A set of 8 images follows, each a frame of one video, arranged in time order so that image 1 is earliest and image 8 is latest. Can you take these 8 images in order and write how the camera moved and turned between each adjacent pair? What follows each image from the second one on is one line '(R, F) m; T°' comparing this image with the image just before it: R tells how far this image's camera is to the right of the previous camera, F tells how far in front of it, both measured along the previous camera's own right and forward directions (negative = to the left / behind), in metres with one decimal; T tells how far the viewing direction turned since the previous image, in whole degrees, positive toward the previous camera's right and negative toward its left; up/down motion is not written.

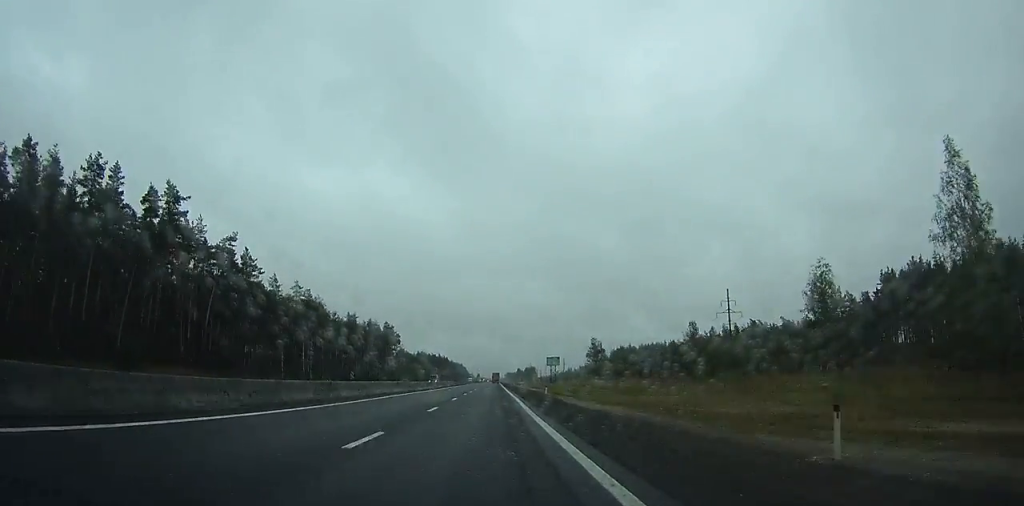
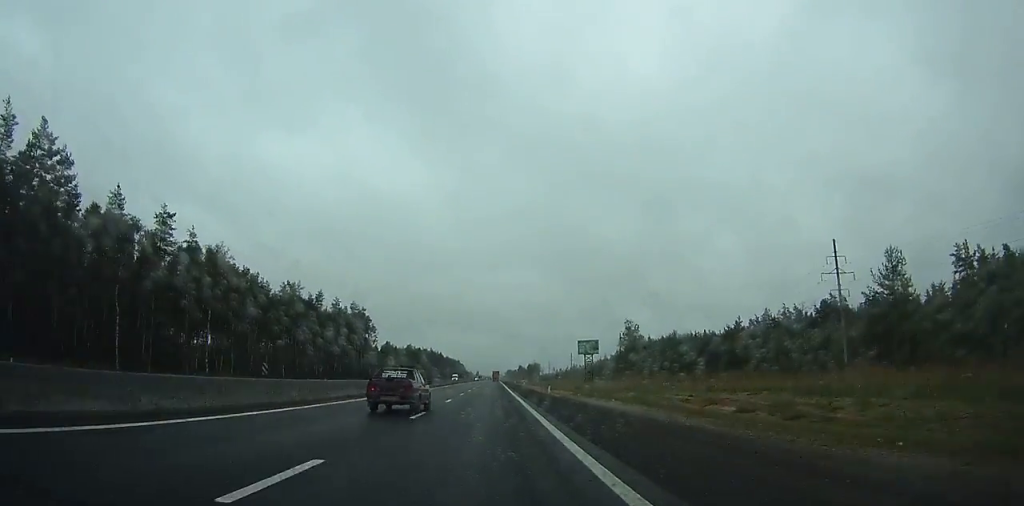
(+0.2, +53.2) m; +1°
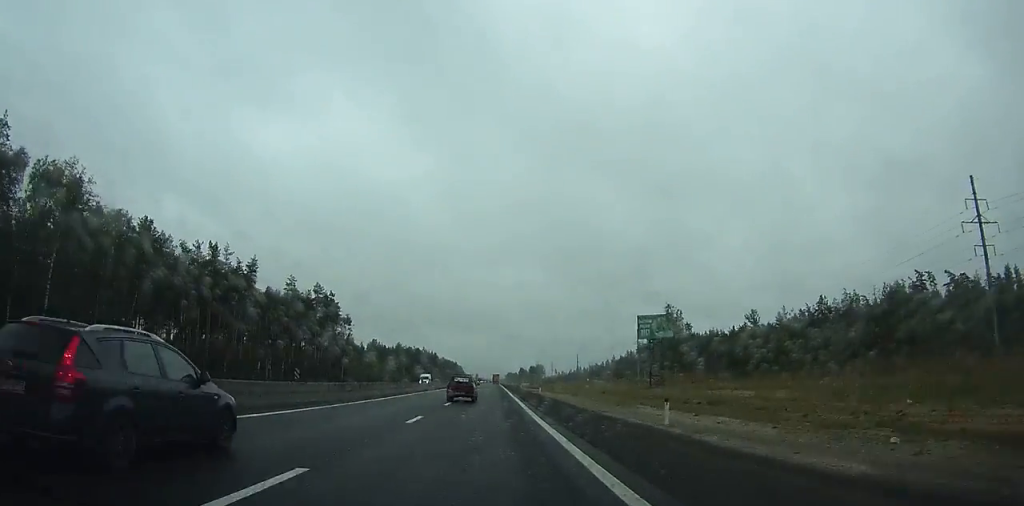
(+0.2, +37.0) m; 0°
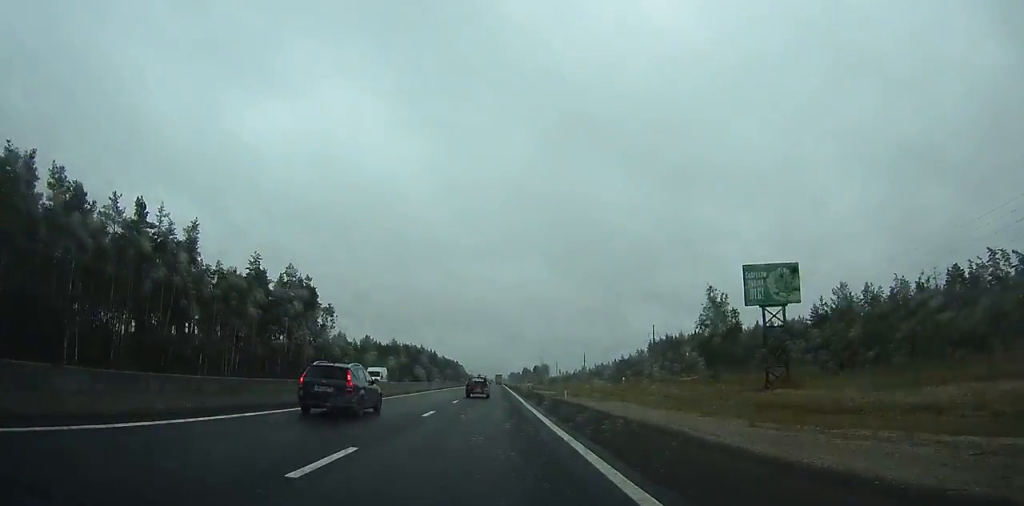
(+0.1, +21.8) m; 0°
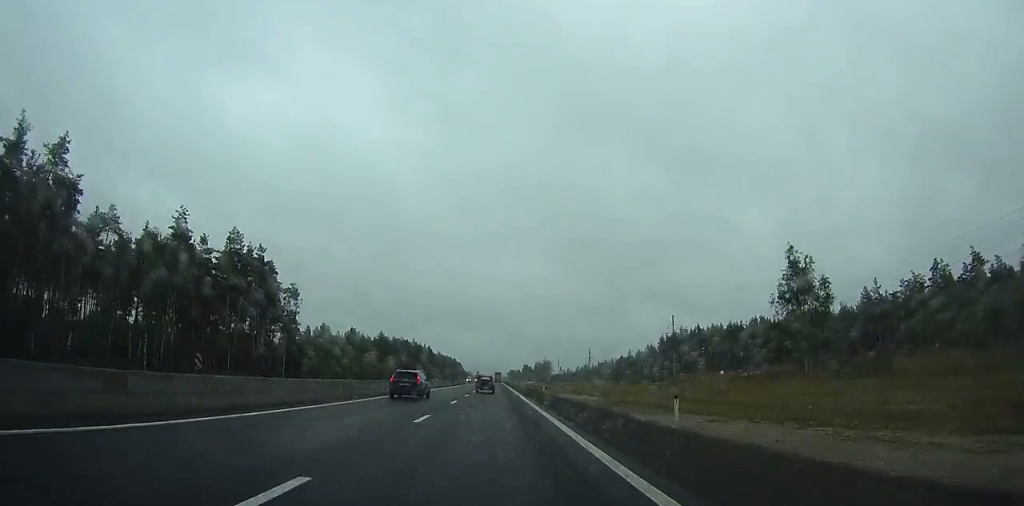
(0.0, +27.0) m; 0°
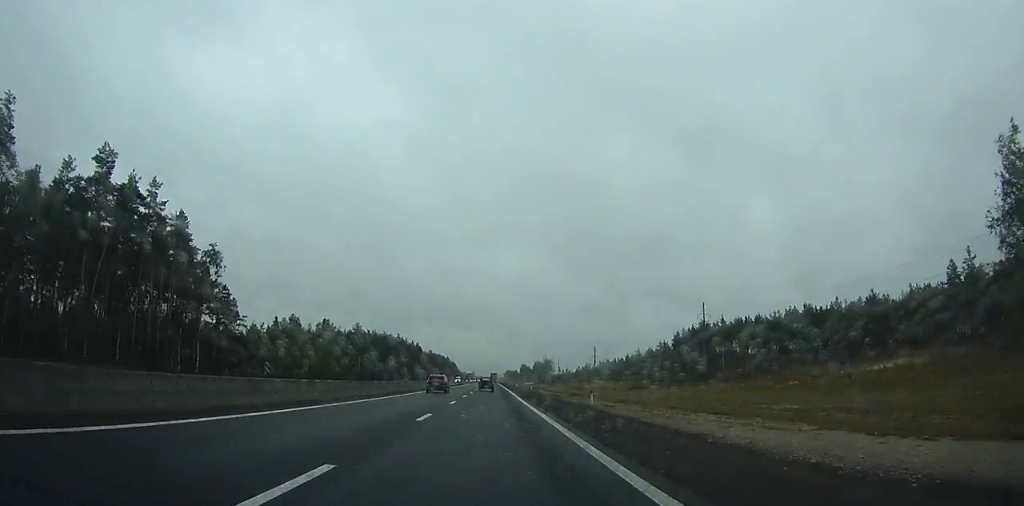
(-0.1, +34.7) m; 0°
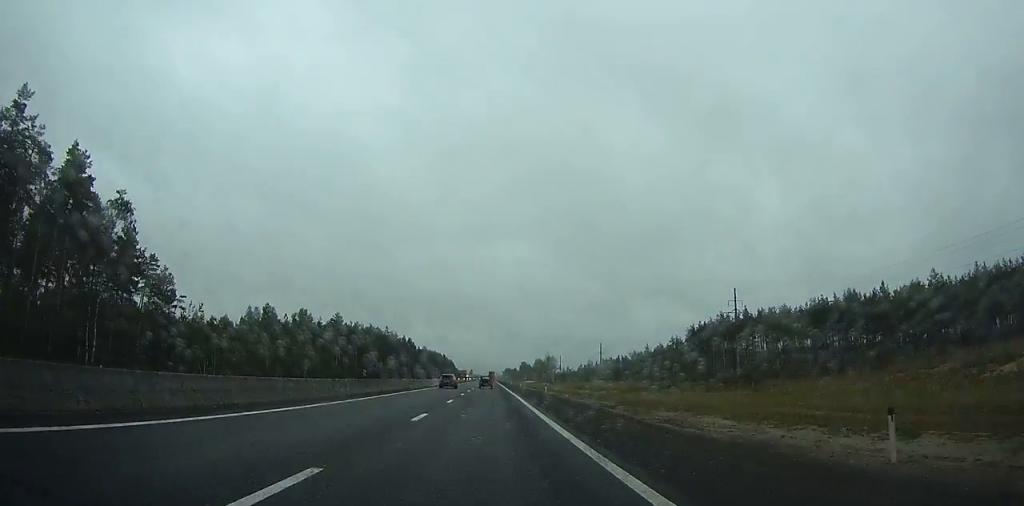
(+0.2, +24.1) m; 0°
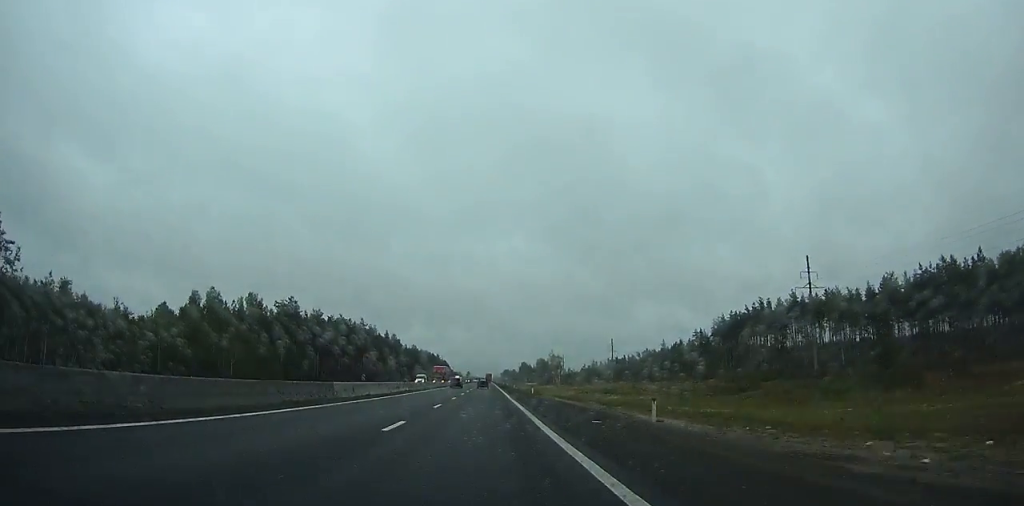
(0.0, +37.1) m; 0°
